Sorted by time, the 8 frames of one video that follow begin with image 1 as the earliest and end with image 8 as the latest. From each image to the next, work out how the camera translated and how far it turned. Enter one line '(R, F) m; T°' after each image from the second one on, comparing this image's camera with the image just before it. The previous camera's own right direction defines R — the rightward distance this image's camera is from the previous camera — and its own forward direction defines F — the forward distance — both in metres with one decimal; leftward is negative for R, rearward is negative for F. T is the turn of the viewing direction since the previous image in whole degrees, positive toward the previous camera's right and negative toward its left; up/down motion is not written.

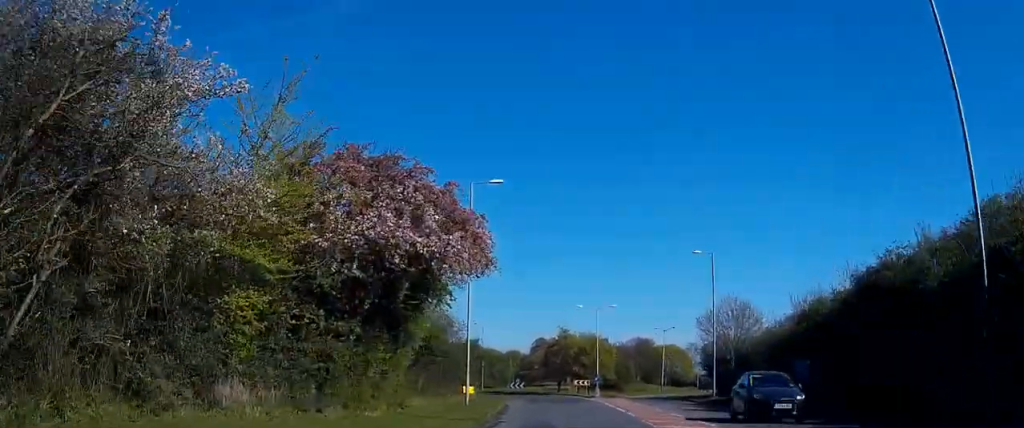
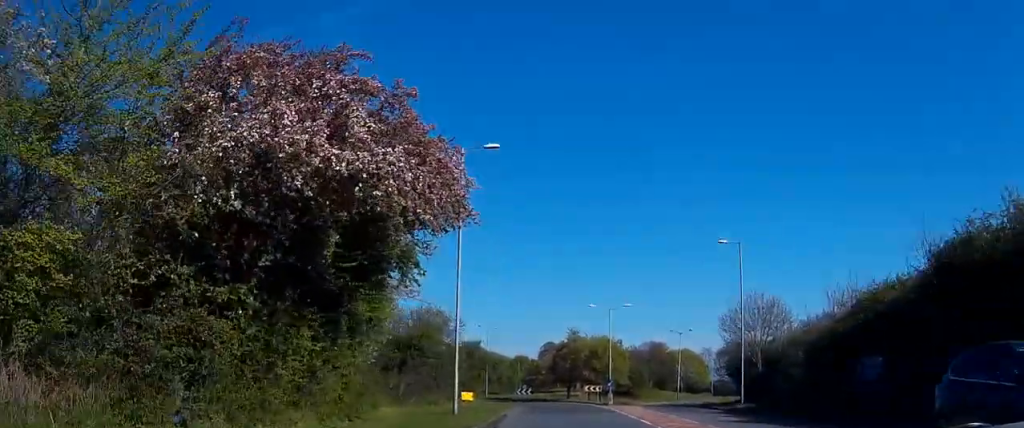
(-0.1, +7.0) m; 0°
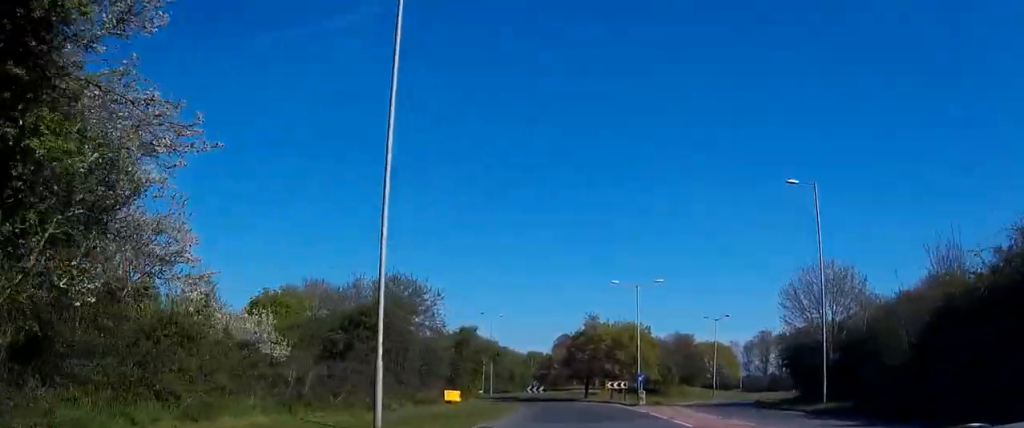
(-0.1, +15.3) m; 0°
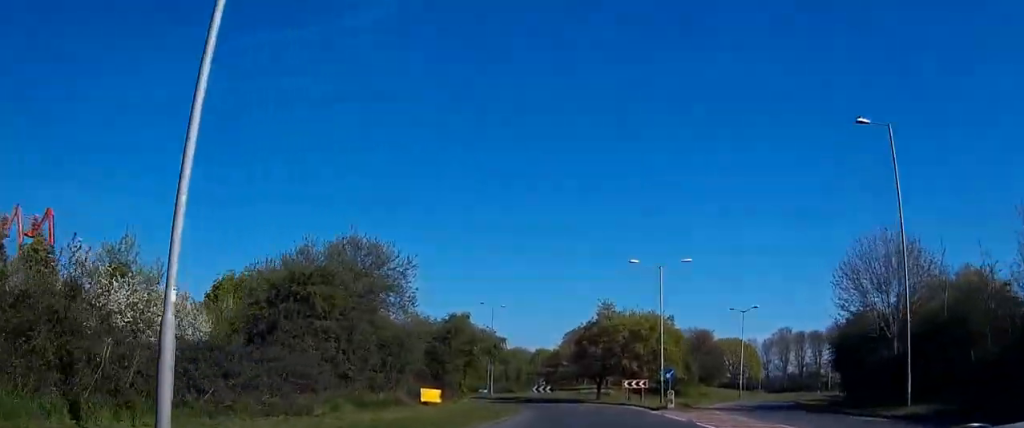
(0.0, +9.5) m; 0°
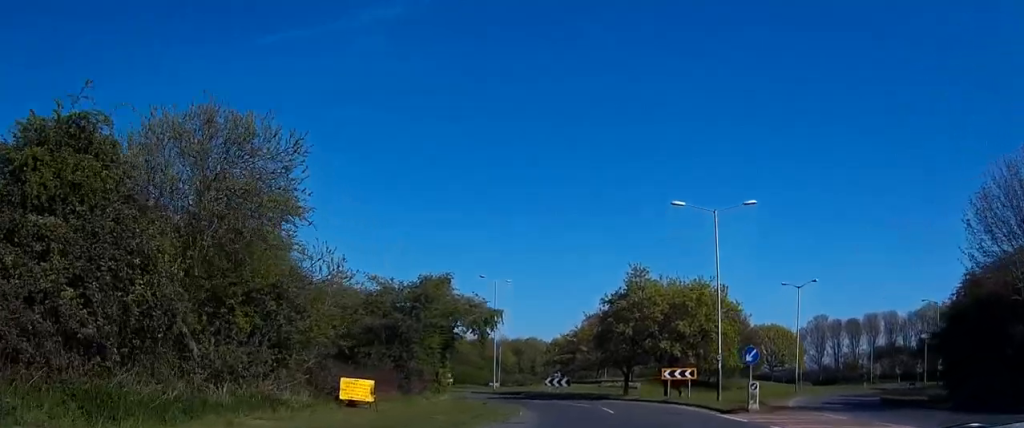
(-0.1, +14.8) m; -2°
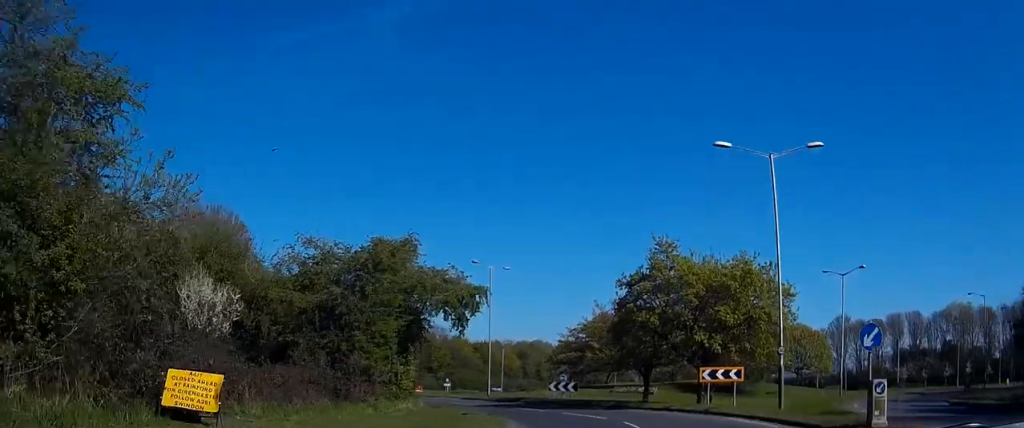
(-0.2, +10.2) m; -1°
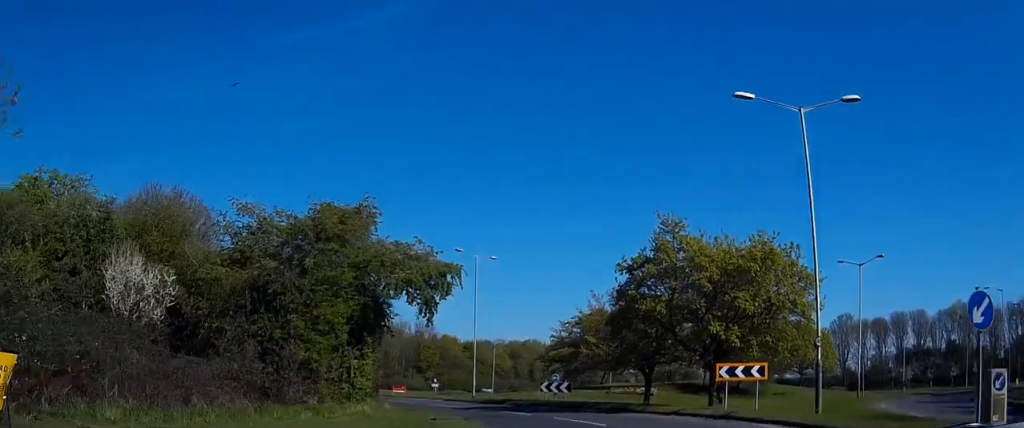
(0.0, +4.9) m; 0°
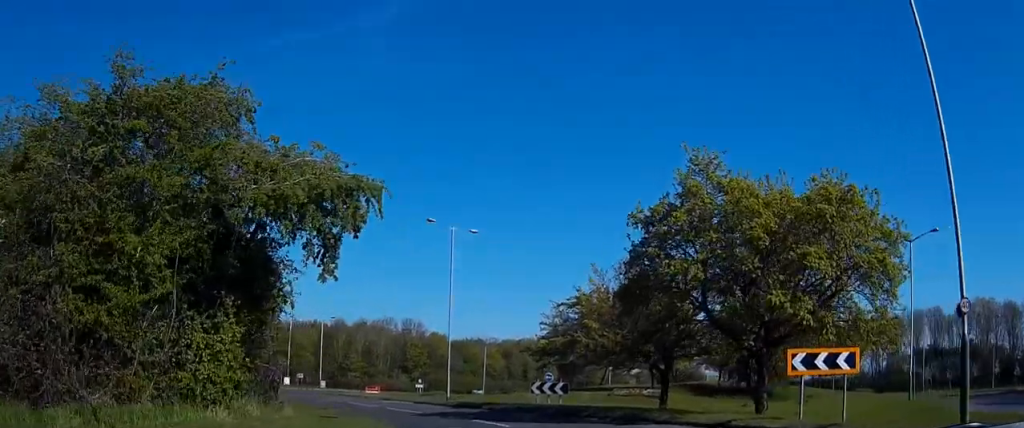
(0.0, +9.6) m; -2°
